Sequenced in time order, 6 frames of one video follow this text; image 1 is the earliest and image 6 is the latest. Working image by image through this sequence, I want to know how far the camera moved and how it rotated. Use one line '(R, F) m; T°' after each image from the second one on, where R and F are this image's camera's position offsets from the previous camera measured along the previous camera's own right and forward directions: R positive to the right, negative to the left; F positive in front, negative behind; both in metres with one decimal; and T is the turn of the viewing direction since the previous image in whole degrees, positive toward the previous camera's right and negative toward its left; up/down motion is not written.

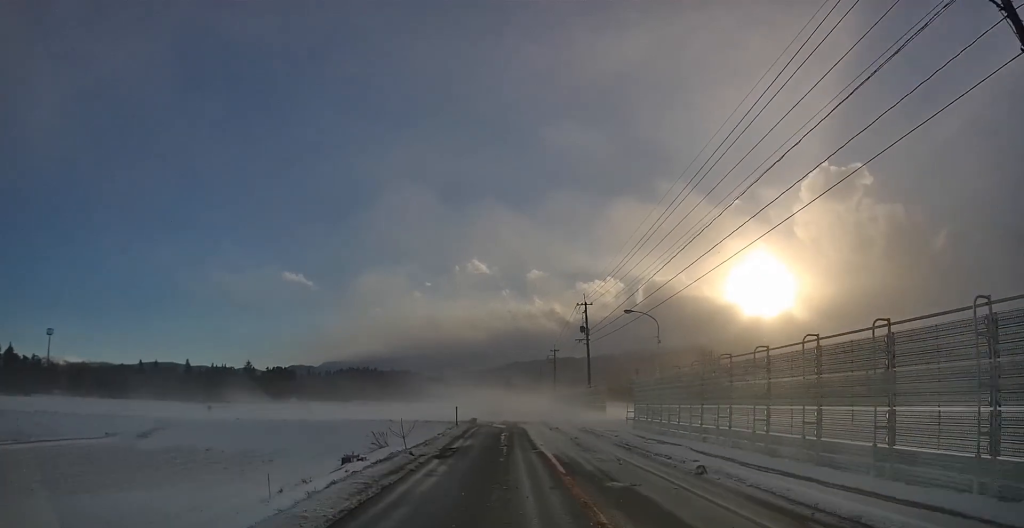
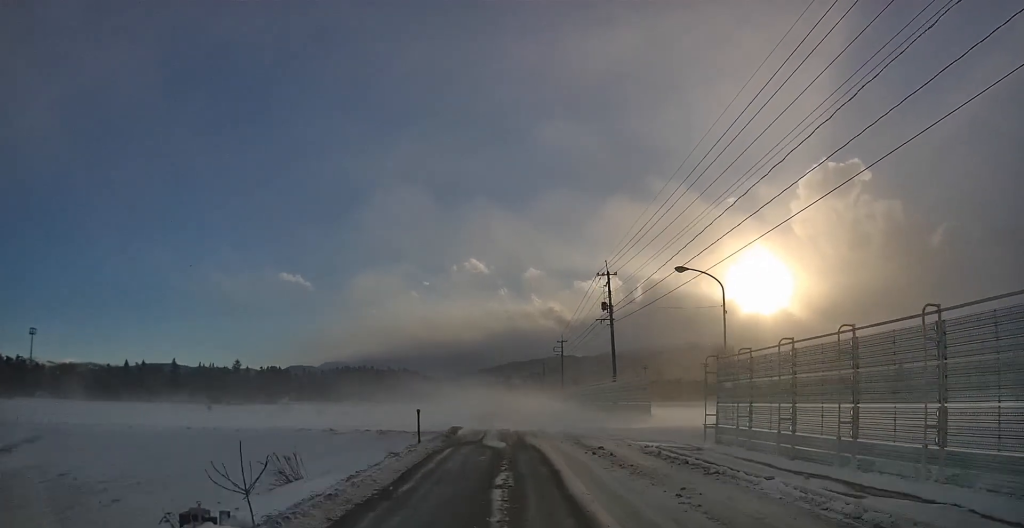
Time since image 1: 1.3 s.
(+0.2, +14.0) m; +1°
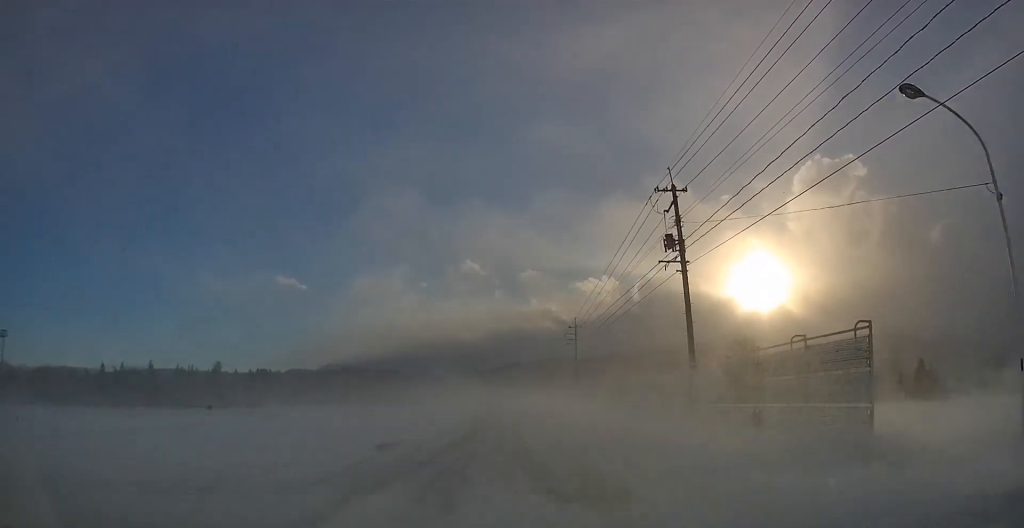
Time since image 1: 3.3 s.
(-0.8, +20.6) m; -1°
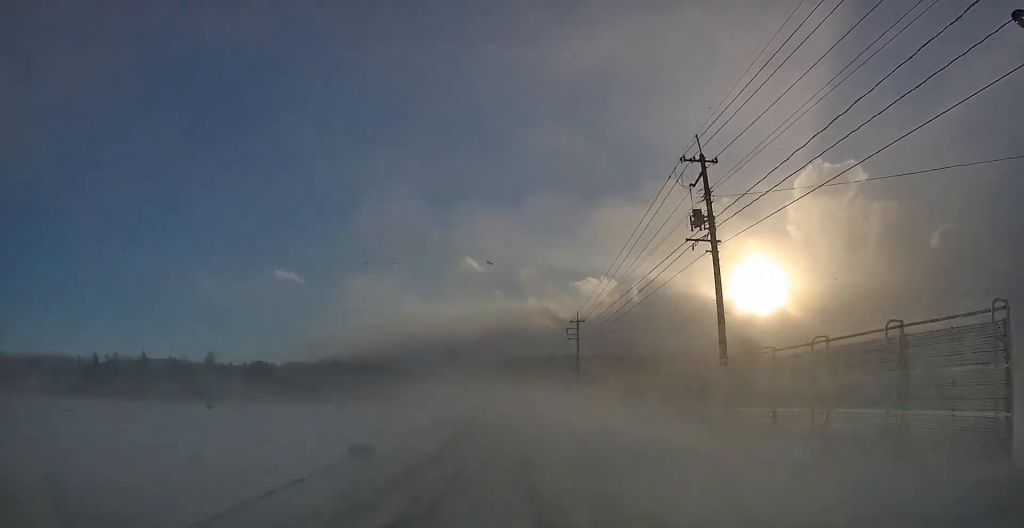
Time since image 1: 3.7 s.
(+0.2, +4.3) m; 0°
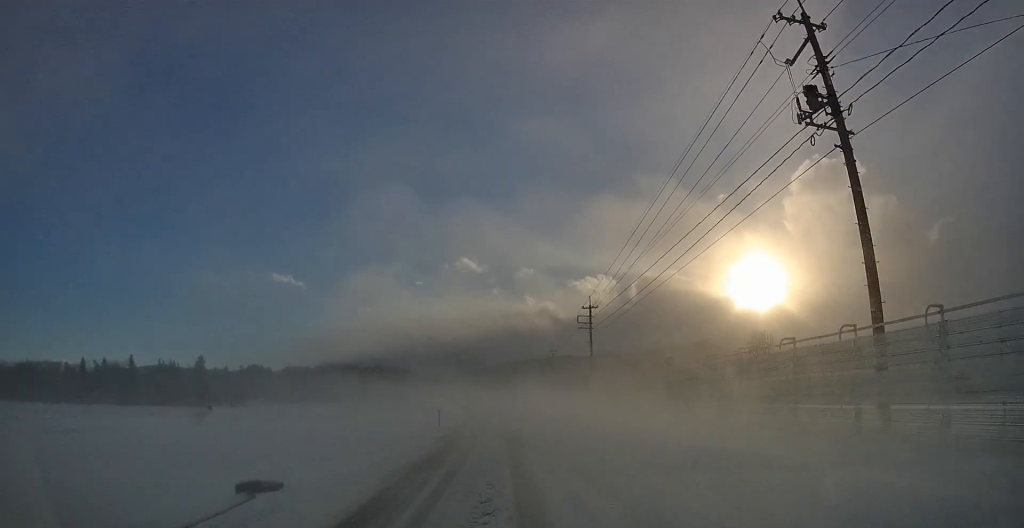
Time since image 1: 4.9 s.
(+0.1, +10.7) m; 0°
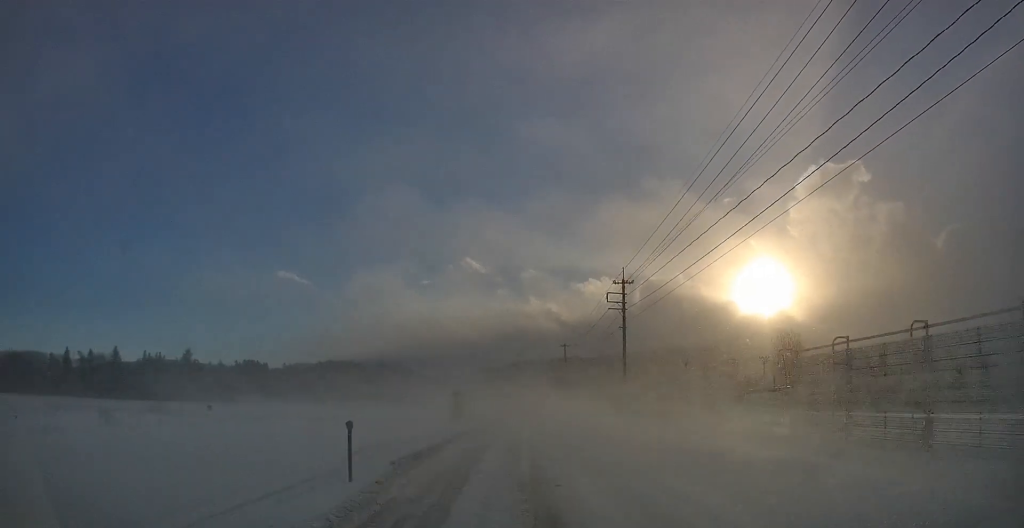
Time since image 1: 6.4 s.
(+0.5, +14.8) m; +2°
